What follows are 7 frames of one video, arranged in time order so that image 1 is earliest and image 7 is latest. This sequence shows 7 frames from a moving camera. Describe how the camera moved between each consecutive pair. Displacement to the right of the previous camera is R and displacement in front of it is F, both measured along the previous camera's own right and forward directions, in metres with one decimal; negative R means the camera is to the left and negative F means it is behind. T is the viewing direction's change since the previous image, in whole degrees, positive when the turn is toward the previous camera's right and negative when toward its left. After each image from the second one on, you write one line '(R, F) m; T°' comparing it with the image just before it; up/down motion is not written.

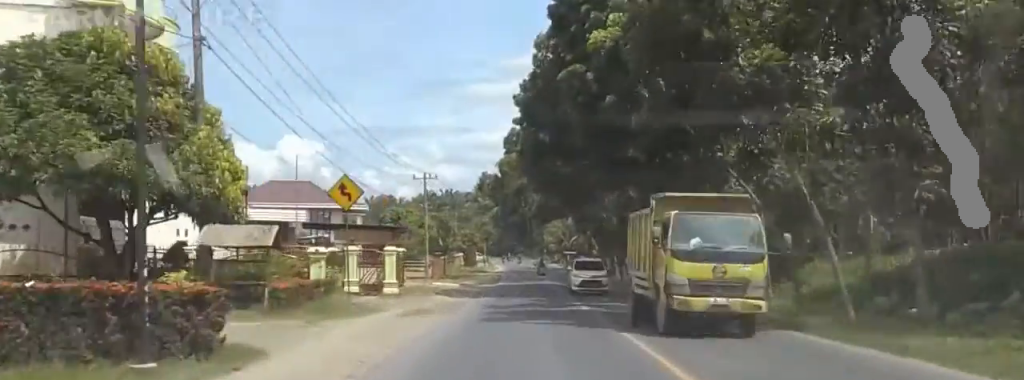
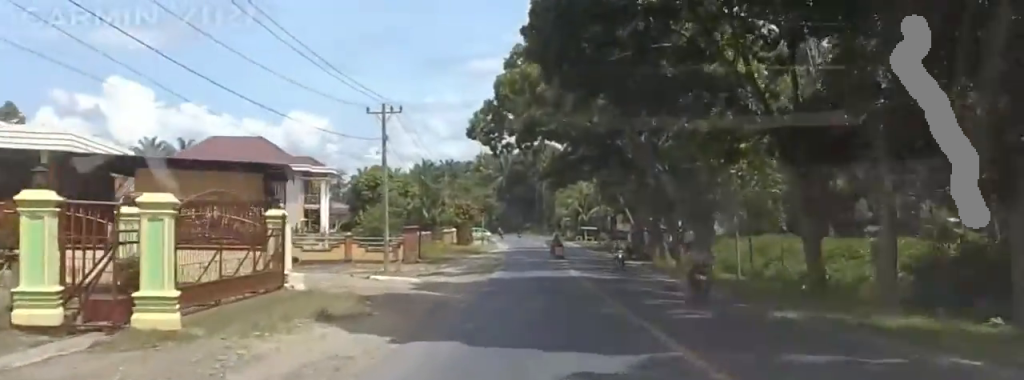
(-0.4, +23.7) m; -7°
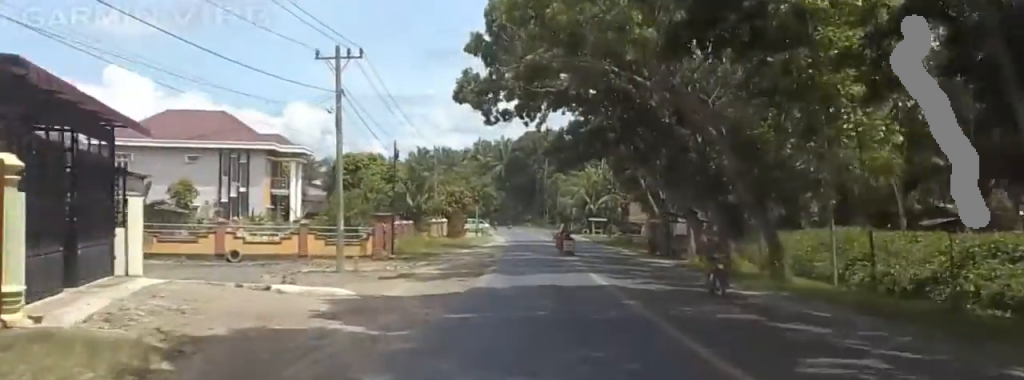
(-0.9, +11.8) m; -4°
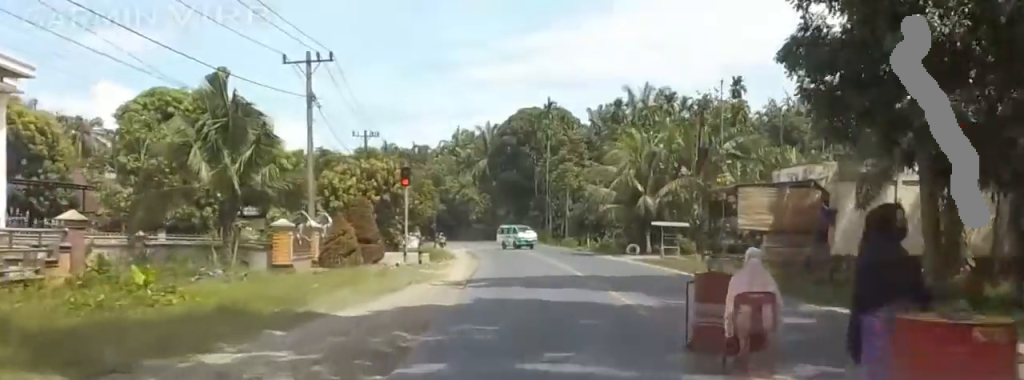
(-2.9, +47.4) m; -8°
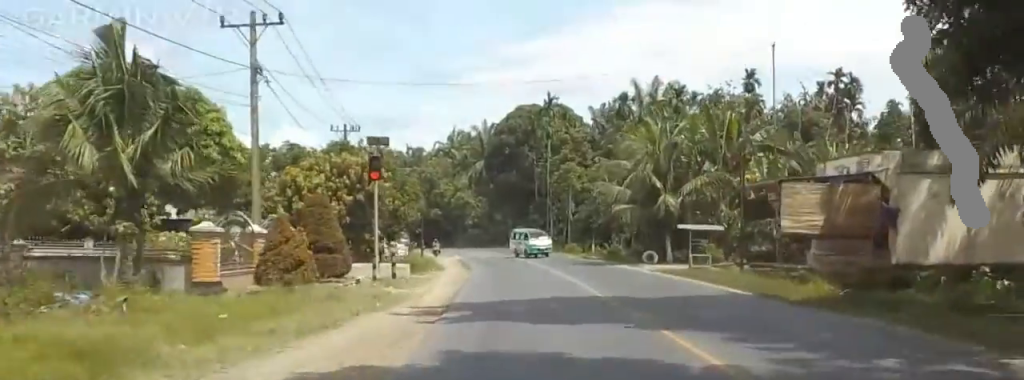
(+1.0, +7.6) m; -3°
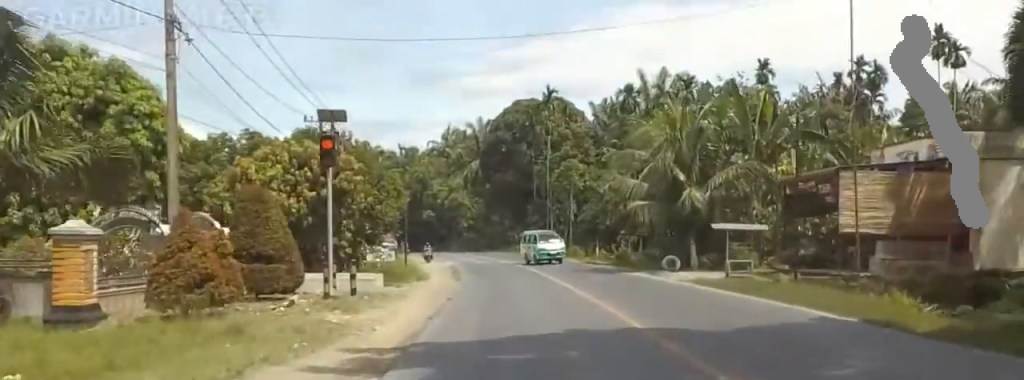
(-0.6, +6.8) m; -3°
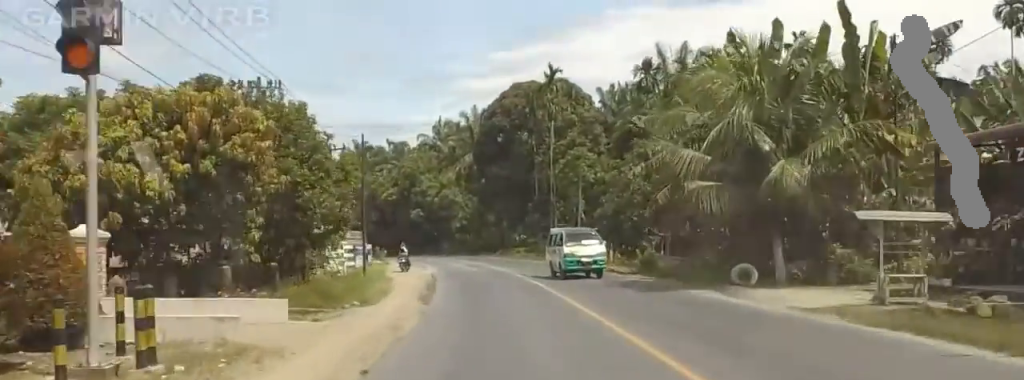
(-1.6, +12.5) m; -3°
